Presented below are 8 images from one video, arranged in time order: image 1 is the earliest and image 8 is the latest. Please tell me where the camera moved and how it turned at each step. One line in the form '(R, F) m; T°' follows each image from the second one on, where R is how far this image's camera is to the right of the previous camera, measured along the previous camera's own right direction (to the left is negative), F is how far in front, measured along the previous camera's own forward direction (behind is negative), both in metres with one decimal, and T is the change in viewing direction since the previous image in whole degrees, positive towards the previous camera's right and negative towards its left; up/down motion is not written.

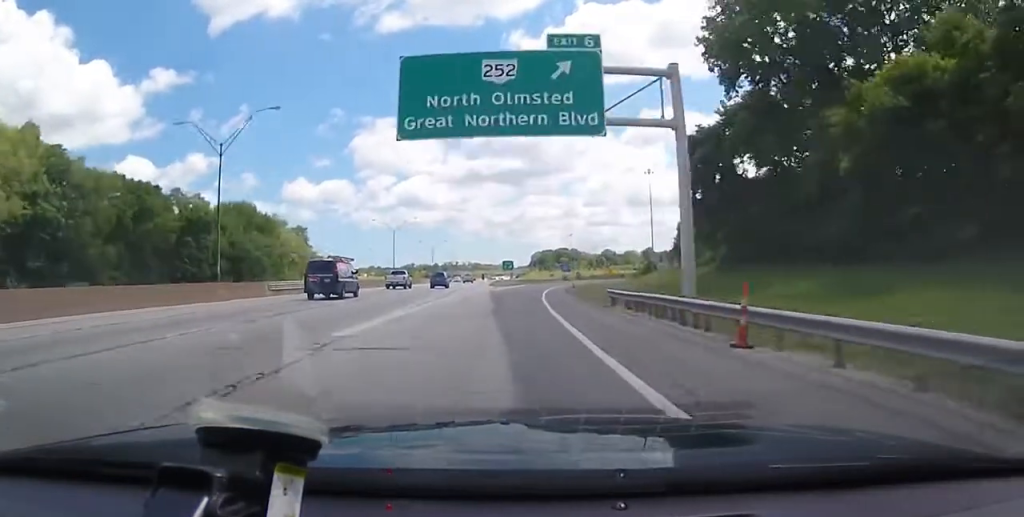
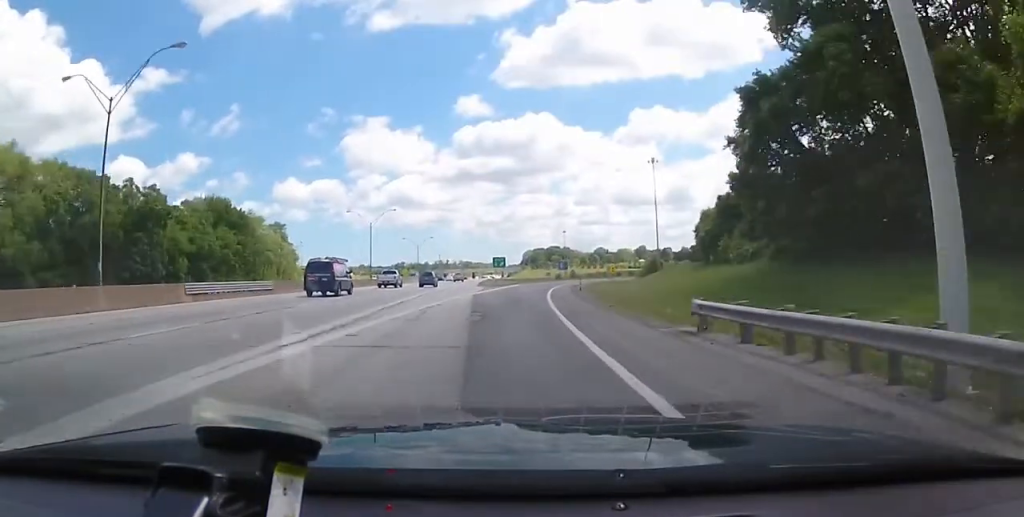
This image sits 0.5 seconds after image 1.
(+0.2, +12.1) m; +2°
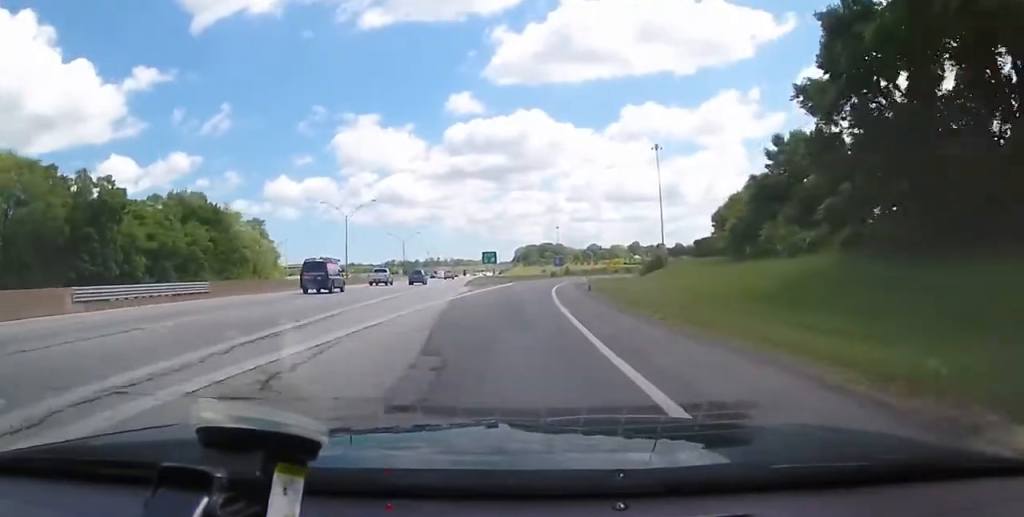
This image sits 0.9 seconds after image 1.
(-0.1, +10.5) m; +1°
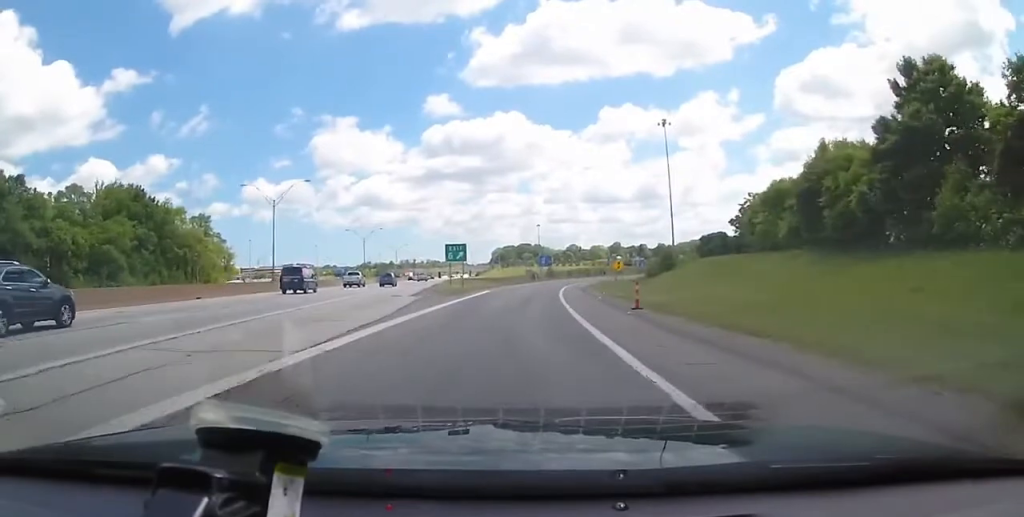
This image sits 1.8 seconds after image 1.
(+0.7, +21.1) m; +2°
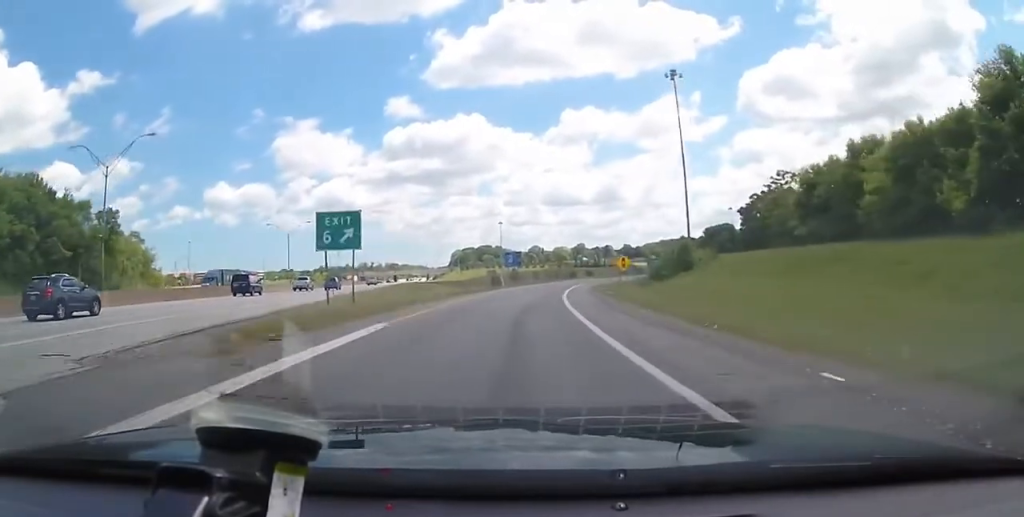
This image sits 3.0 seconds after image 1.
(0.0, +25.8) m; +4°
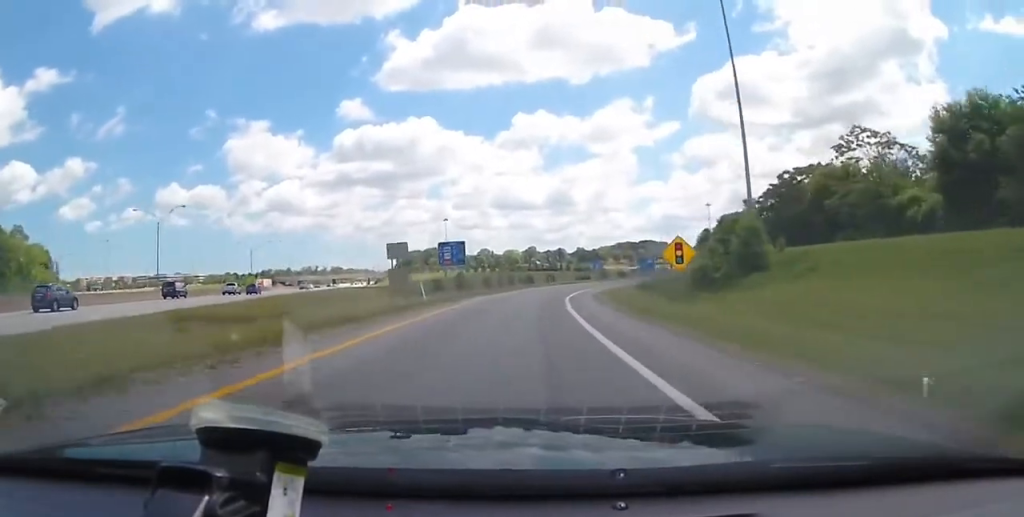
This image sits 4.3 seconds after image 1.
(+2.2, +29.8) m; +6°
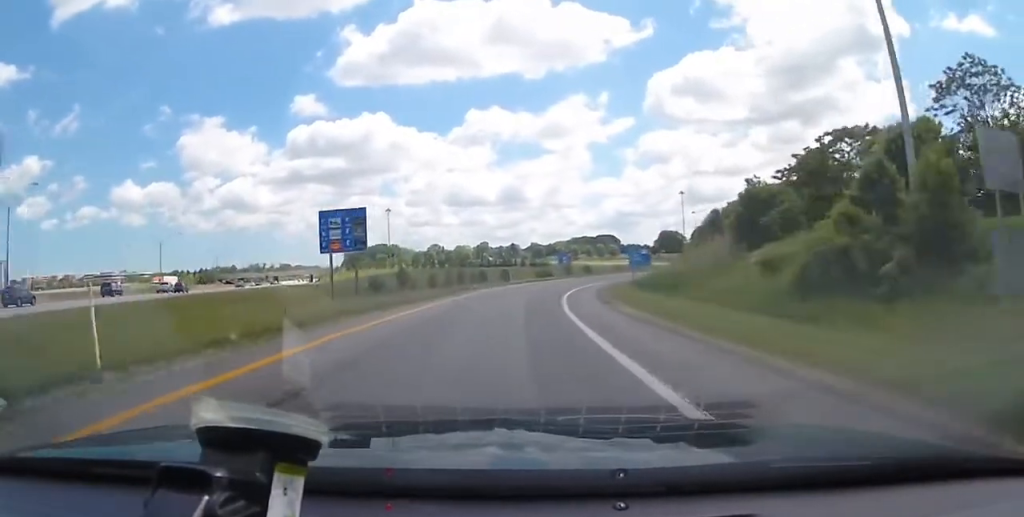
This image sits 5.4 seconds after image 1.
(+0.6, +22.1) m; +5°
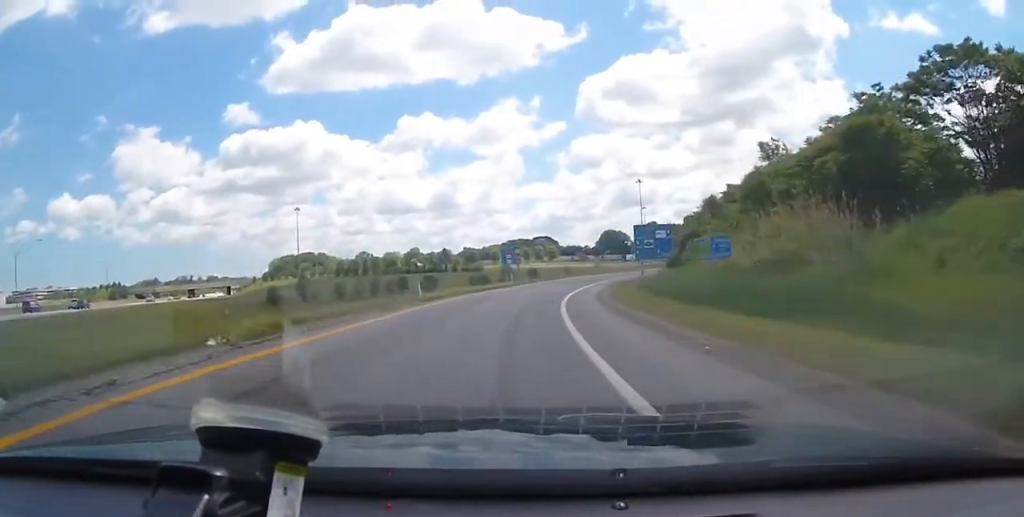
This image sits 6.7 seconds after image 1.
(+2.0, +27.5) m; +6°
